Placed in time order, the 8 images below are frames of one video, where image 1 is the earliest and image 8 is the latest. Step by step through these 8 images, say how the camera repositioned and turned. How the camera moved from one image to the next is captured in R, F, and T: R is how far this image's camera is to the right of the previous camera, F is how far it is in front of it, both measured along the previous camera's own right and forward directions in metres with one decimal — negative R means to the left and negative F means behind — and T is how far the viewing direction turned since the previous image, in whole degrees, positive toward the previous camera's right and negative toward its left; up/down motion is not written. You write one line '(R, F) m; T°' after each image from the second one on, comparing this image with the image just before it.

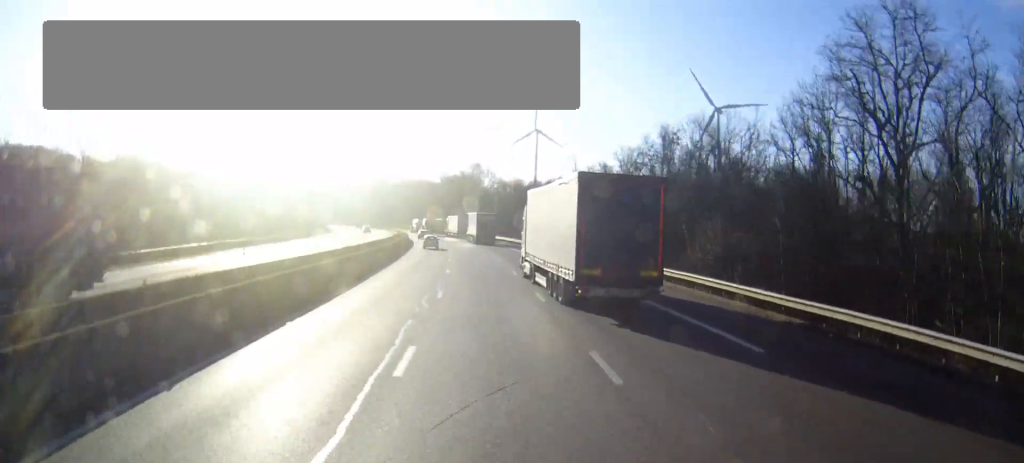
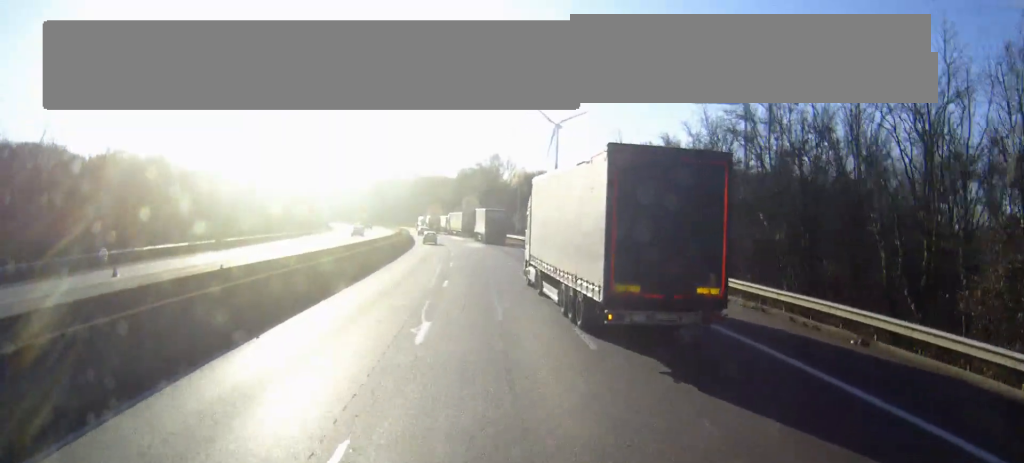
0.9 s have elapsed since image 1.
(-0.2, +22.1) m; -2°
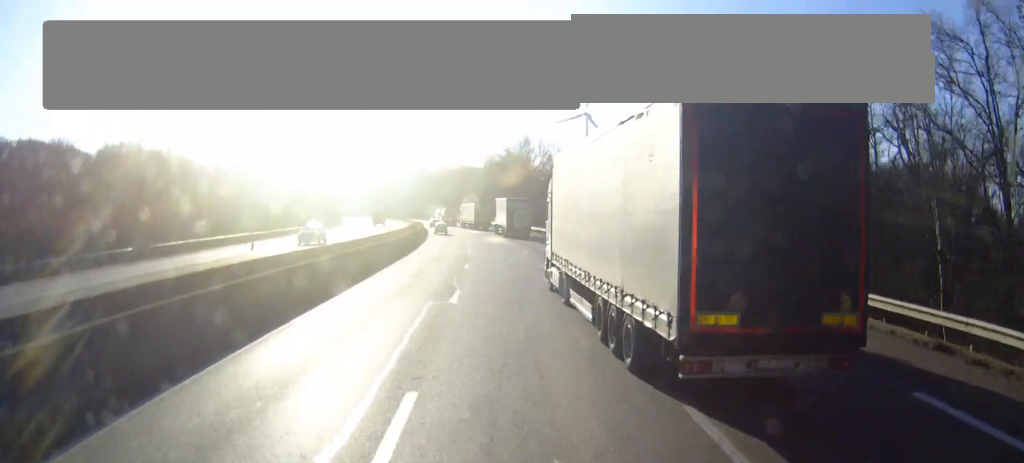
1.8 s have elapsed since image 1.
(-0.3, +20.8) m; -1°
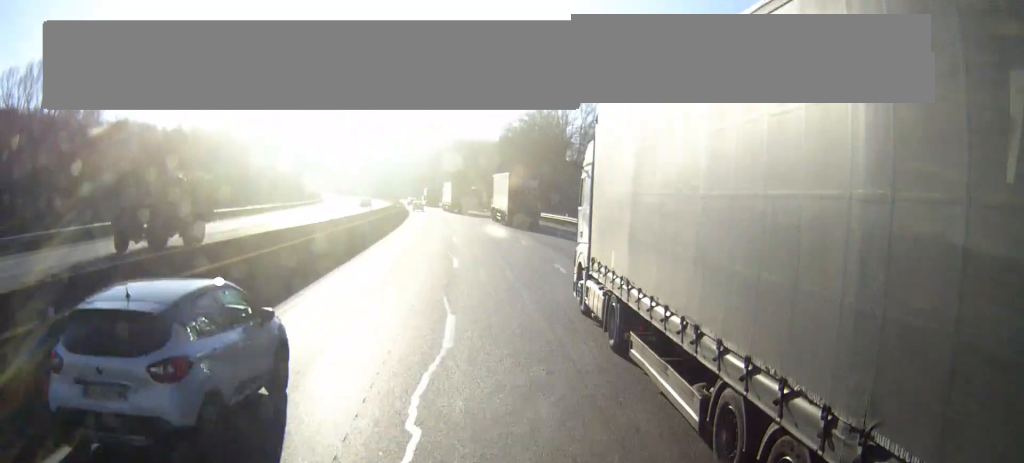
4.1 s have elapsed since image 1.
(-0.9, +43.5) m; -2°
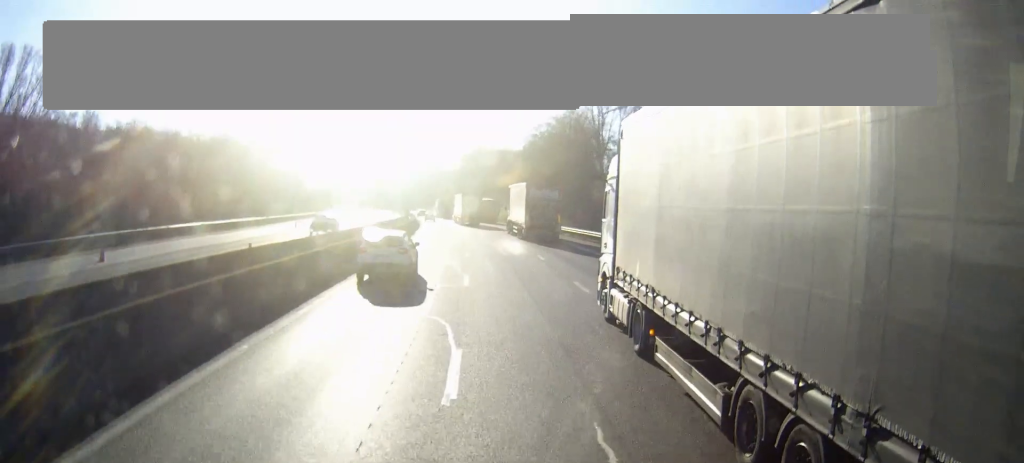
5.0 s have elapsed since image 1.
(-0.1, +14.7) m; -1°
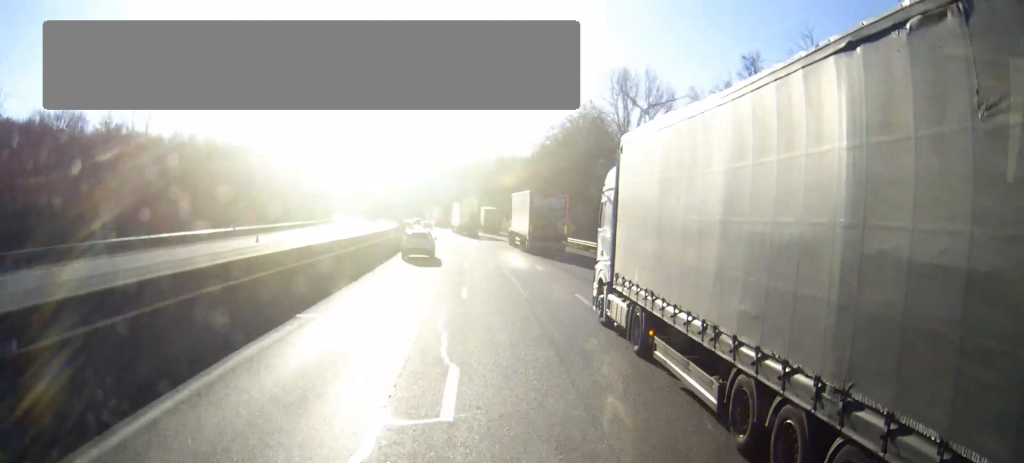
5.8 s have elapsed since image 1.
(0.0, +13.3) m; -1°
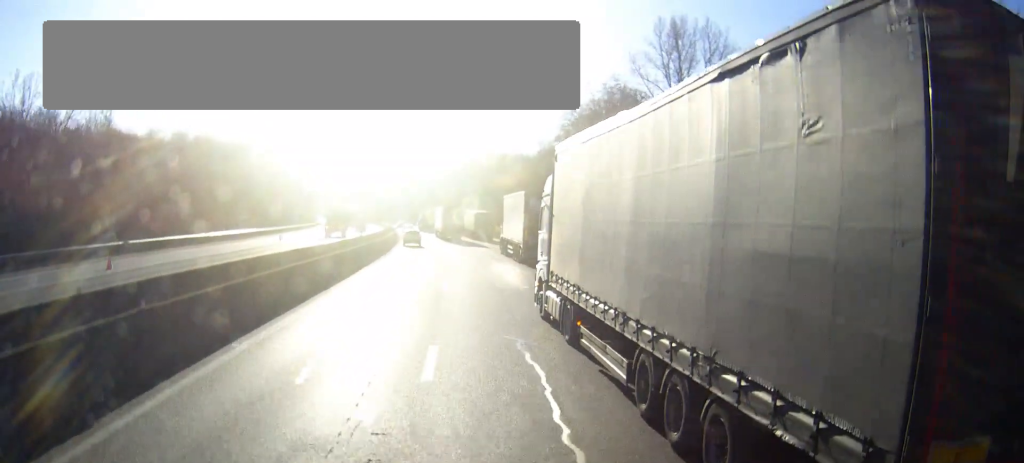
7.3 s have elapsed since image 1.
(-0.2, +23.2) m; -1°
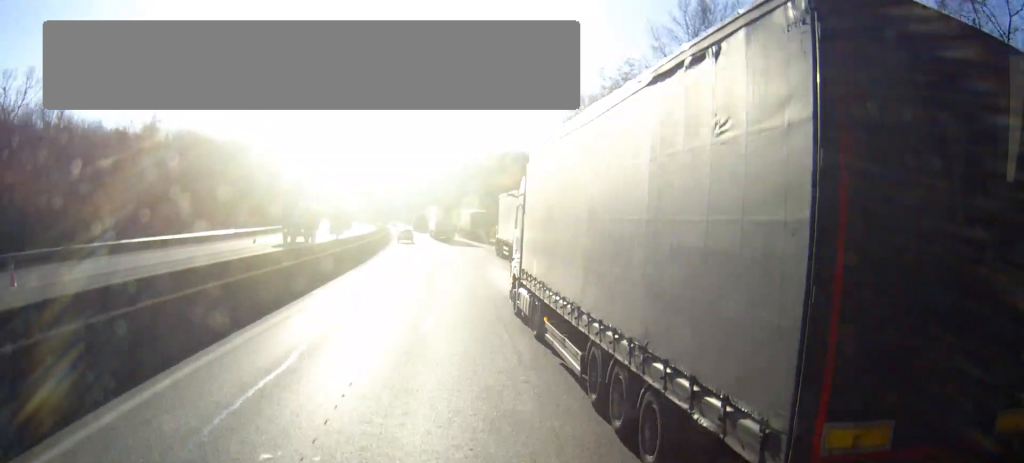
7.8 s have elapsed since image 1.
(0.0, +8.1) m; 0°
